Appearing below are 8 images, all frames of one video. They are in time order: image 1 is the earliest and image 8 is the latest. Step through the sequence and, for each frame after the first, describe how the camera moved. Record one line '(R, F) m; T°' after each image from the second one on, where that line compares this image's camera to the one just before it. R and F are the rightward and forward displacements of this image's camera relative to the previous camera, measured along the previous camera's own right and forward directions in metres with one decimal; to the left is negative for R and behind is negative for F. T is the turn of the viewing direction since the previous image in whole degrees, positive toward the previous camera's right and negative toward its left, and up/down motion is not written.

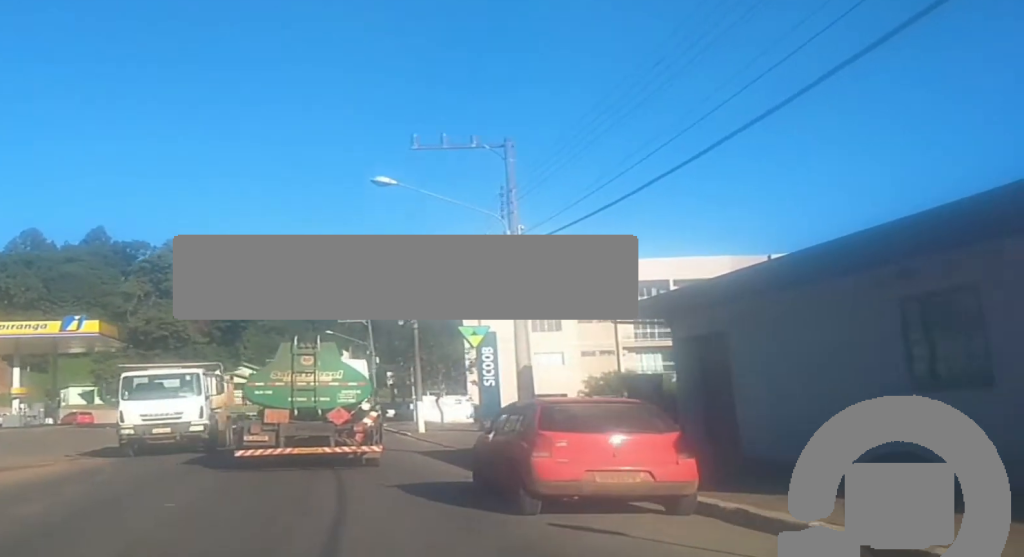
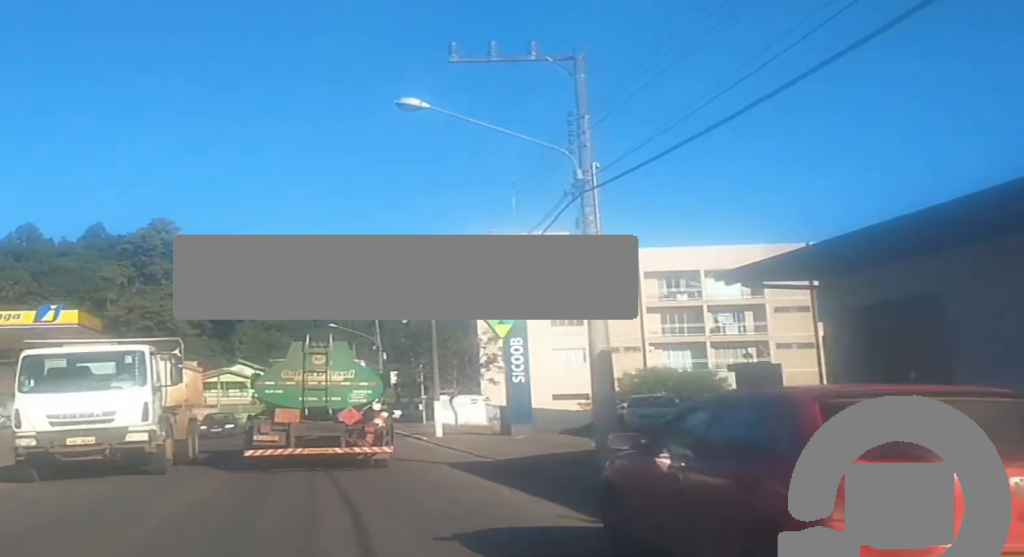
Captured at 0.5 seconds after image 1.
(+0.1, +6.0) m; +1°
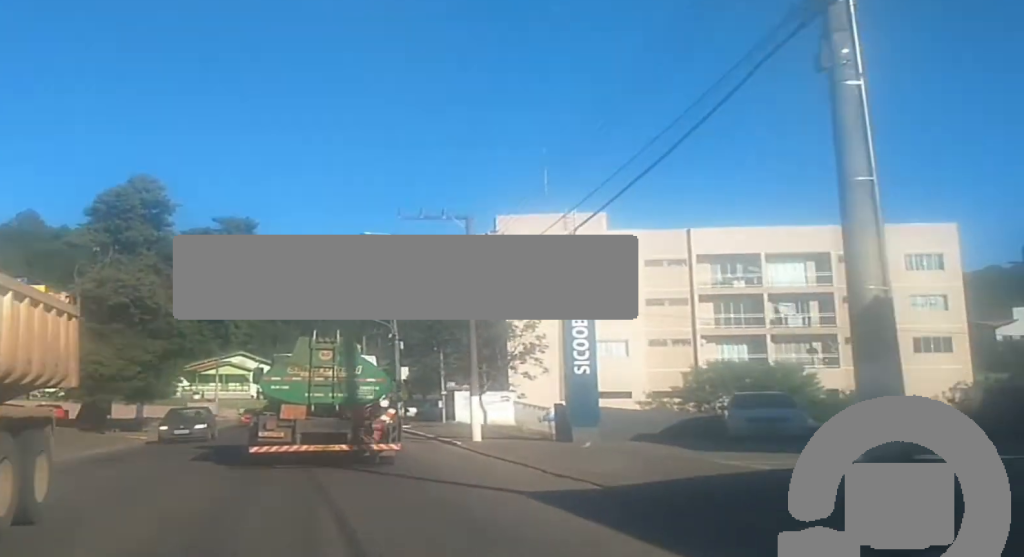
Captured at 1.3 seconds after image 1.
(+0.1, +8.3) m; +1°
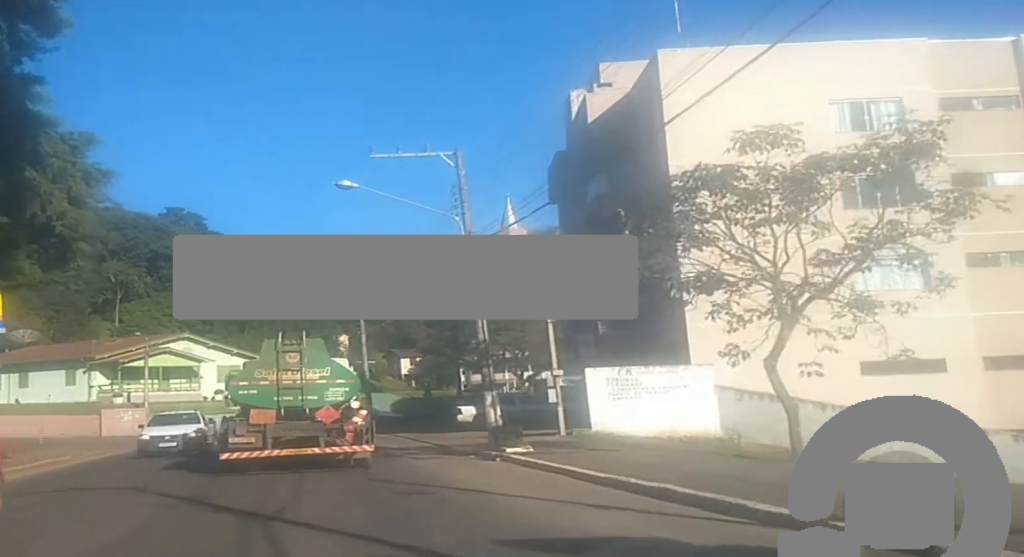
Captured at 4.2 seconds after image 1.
(-0.2, +33.6) m; -1°
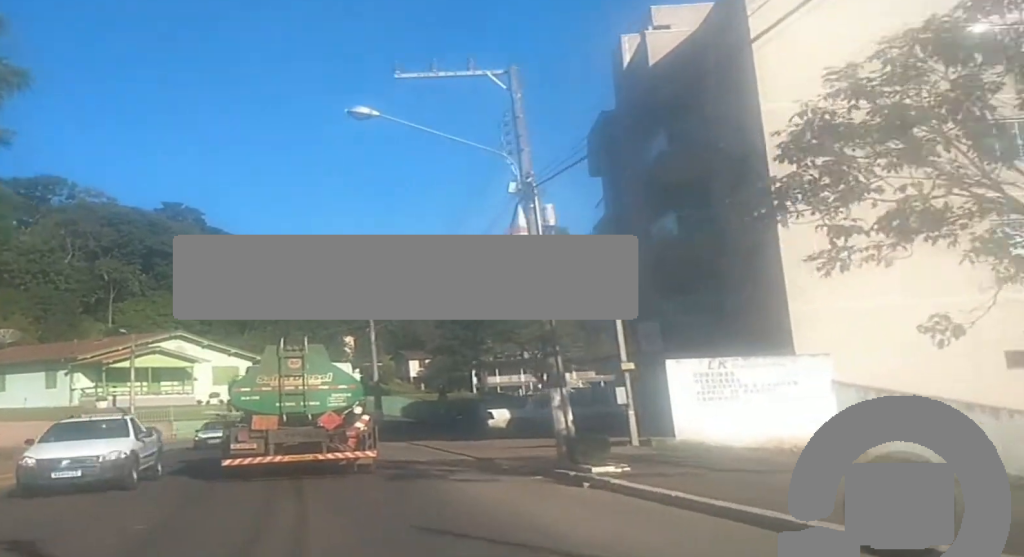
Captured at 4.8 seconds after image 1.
(0.0, +6.6) m; 0°
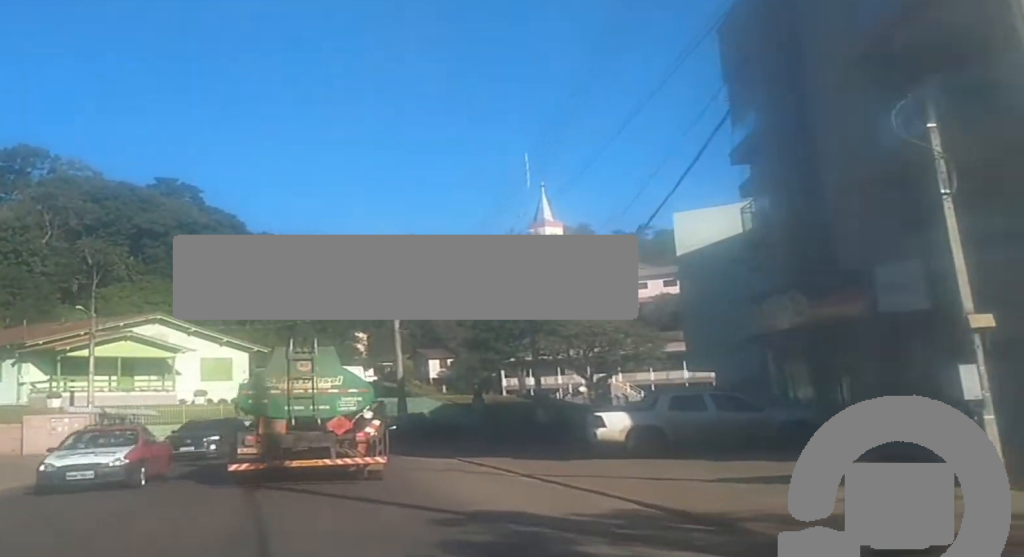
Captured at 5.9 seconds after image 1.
(0.0, +13.1) m; -1°
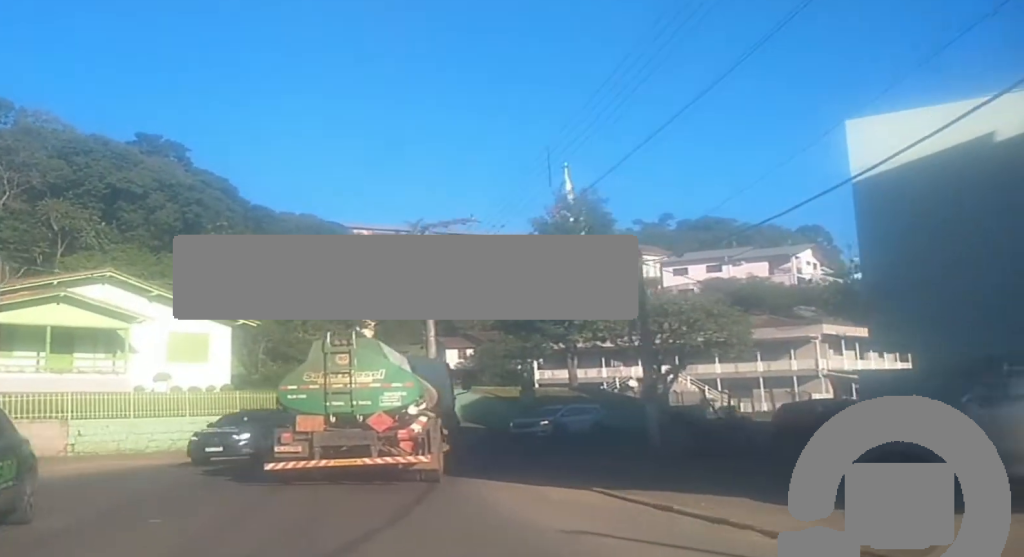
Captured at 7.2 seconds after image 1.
(-0.1, +14.6) m; +1°
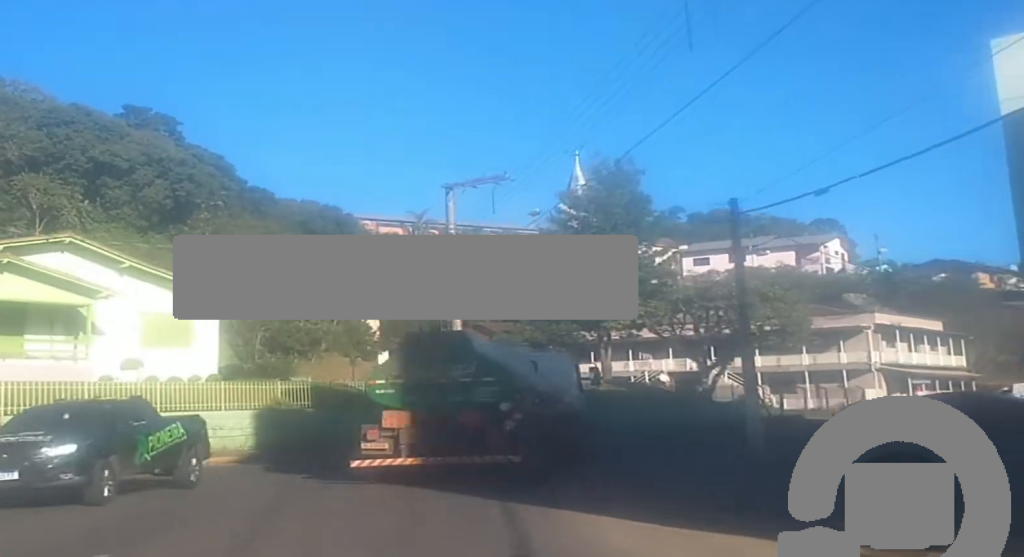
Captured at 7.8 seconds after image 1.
(+0.2, +7.3) m; +3°
